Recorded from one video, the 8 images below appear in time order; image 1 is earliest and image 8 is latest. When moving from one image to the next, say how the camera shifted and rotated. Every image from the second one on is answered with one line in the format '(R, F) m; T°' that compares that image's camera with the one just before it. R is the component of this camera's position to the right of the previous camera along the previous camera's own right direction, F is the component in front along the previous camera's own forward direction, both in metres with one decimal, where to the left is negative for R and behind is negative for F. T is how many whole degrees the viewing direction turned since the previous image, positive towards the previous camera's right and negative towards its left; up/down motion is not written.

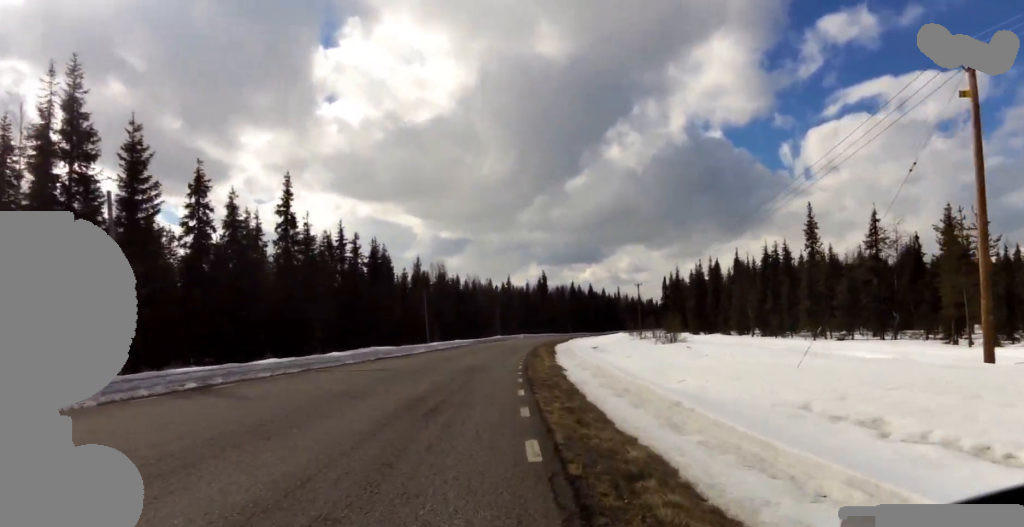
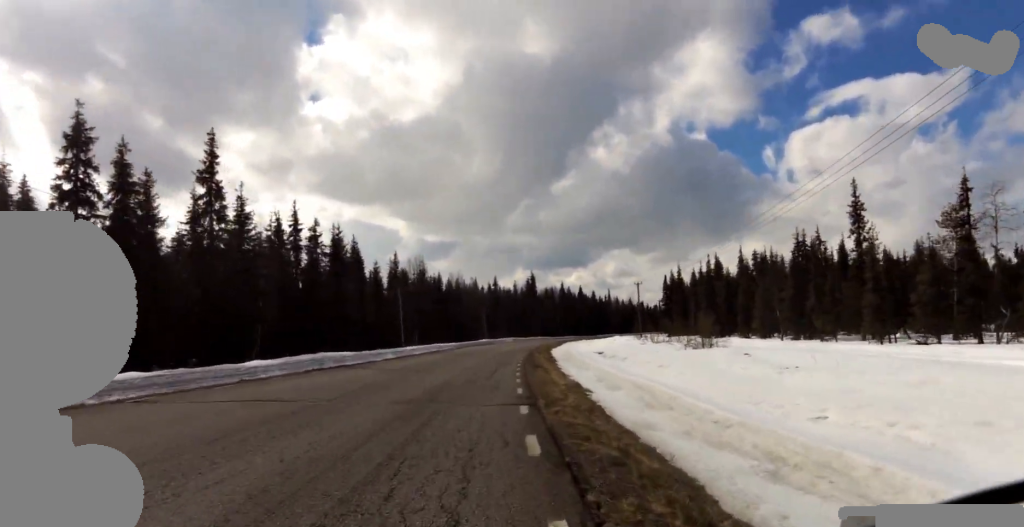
(0.0, +8.8) m; 0°
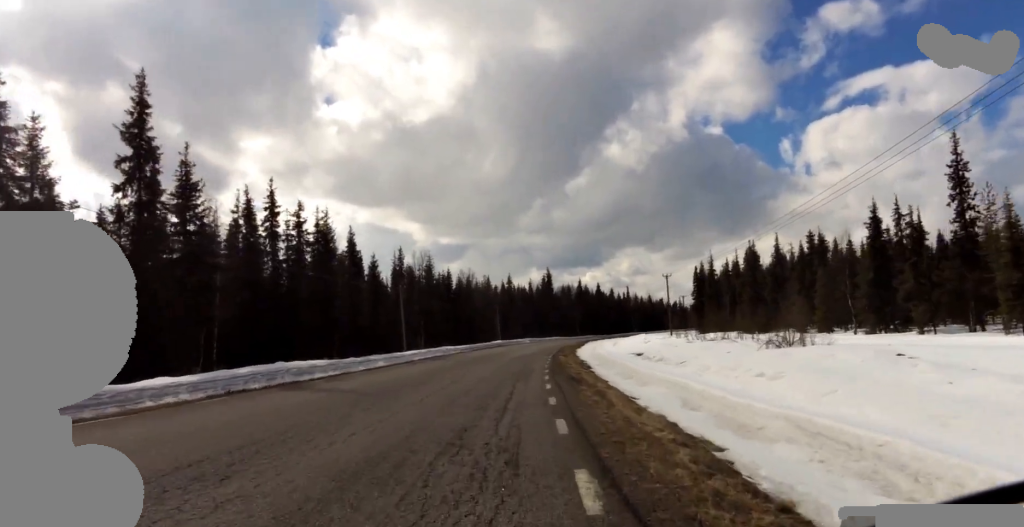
(0.0, +7.4) m; -2°
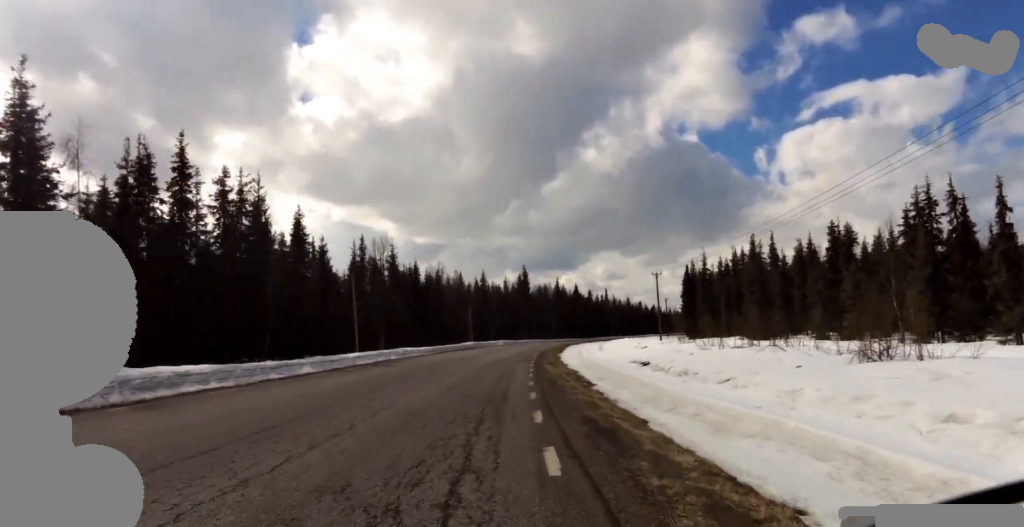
(-0.2, +7.5) m; +5°
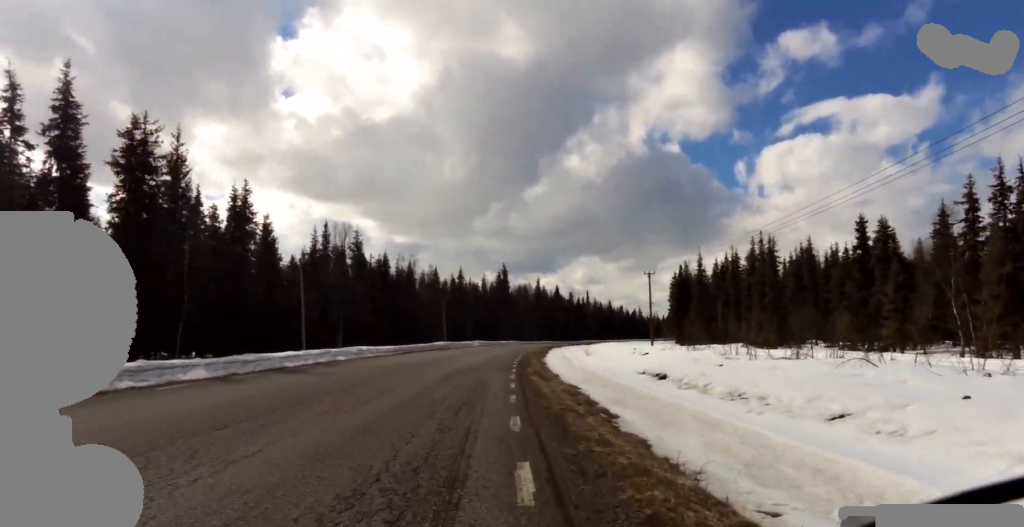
(+0.3, +6.4) m; +3°
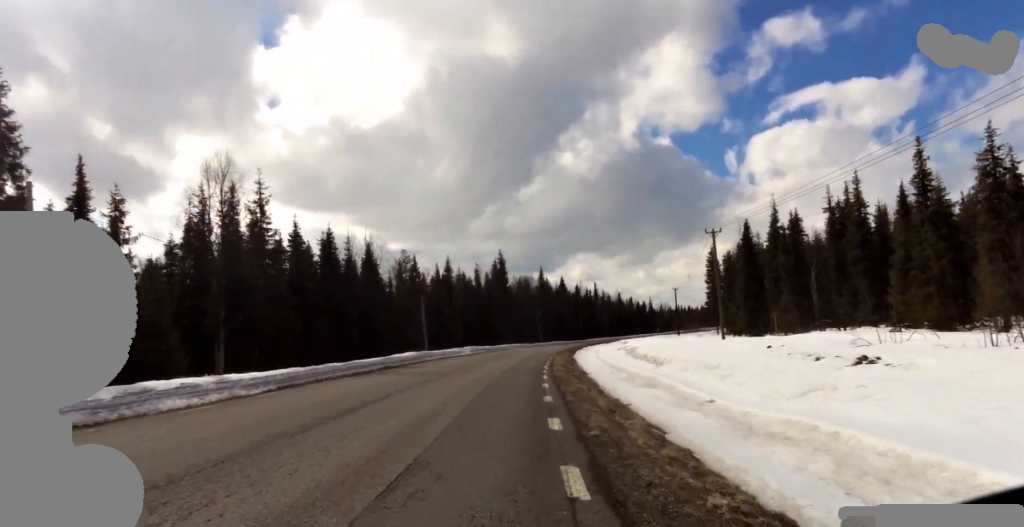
(-0.6, +20.7) m; -2°
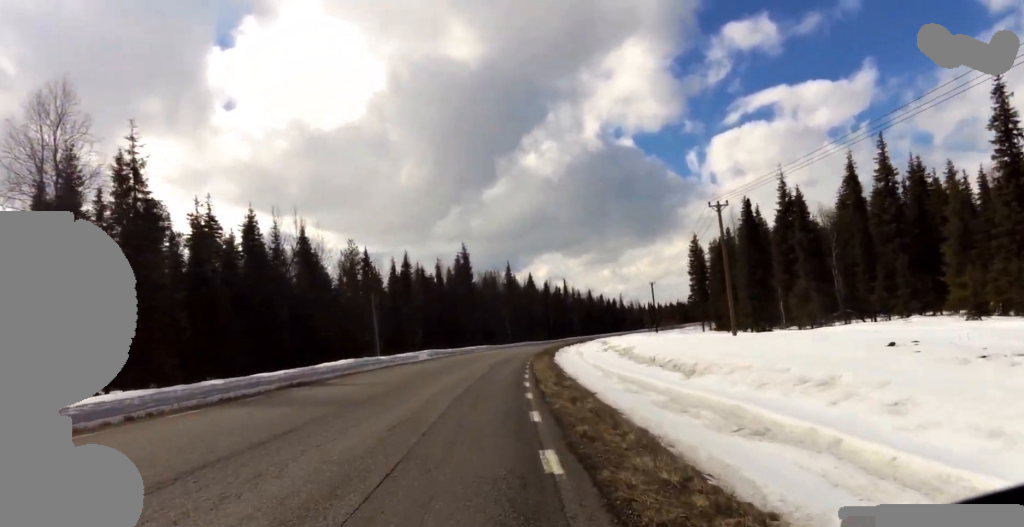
(+0.3, +8.3) m; +5°
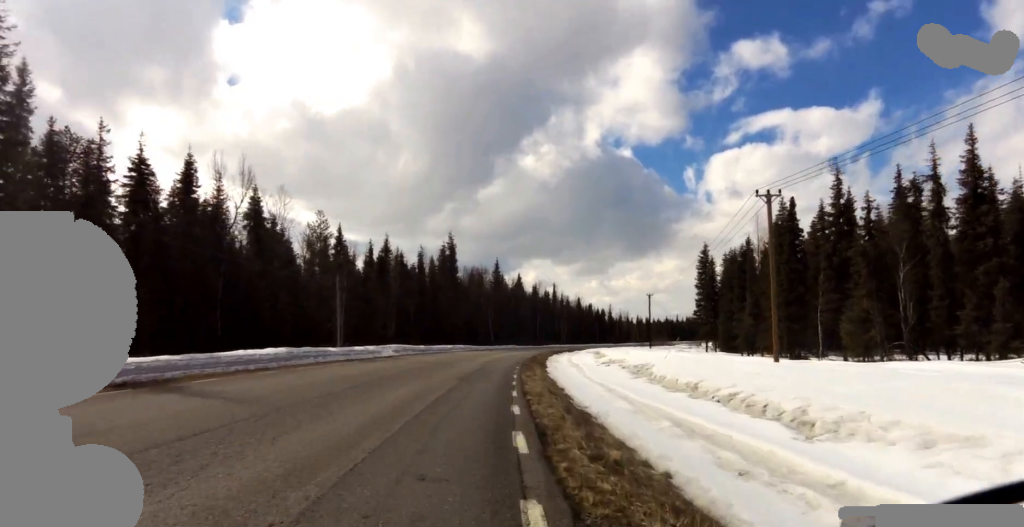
(+1.0, +7.6) m; 0°
